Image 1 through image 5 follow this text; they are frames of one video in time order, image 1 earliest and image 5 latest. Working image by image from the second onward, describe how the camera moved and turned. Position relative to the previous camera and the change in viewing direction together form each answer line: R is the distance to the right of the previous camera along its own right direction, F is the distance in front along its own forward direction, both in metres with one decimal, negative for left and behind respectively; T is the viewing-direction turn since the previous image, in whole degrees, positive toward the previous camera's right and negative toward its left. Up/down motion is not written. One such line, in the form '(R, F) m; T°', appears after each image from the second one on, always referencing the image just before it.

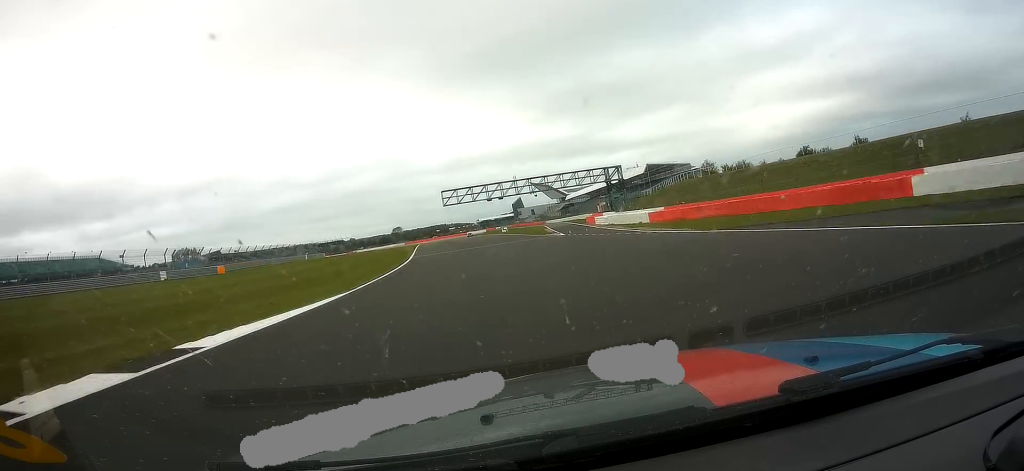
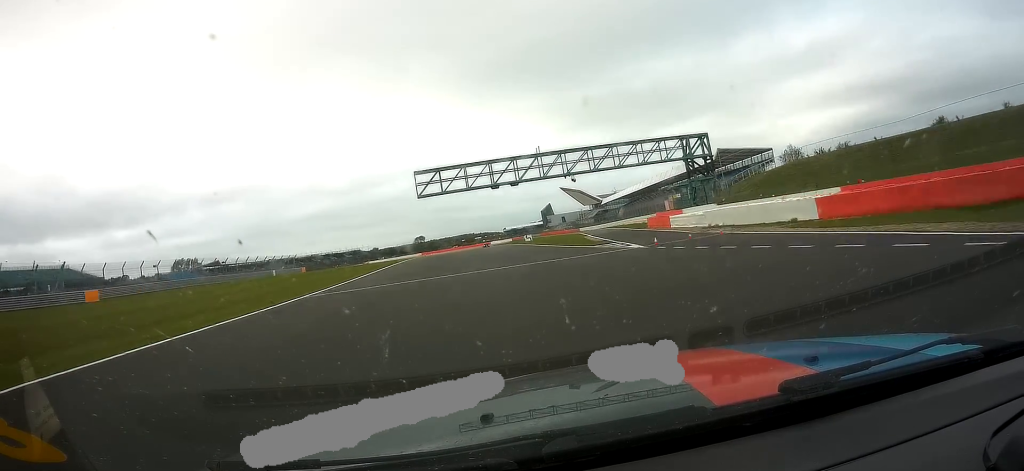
(-0.7, +31.2) m; -3°
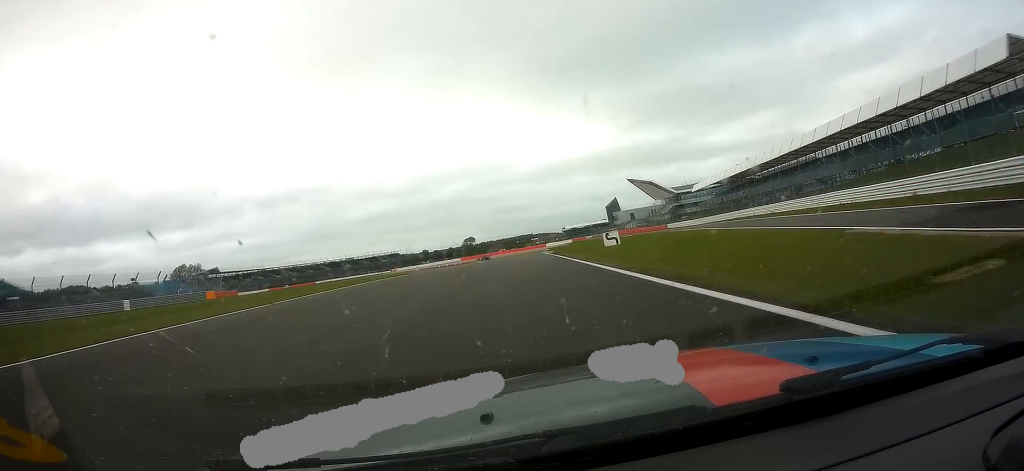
(-2.9, +54.4) m; -5°
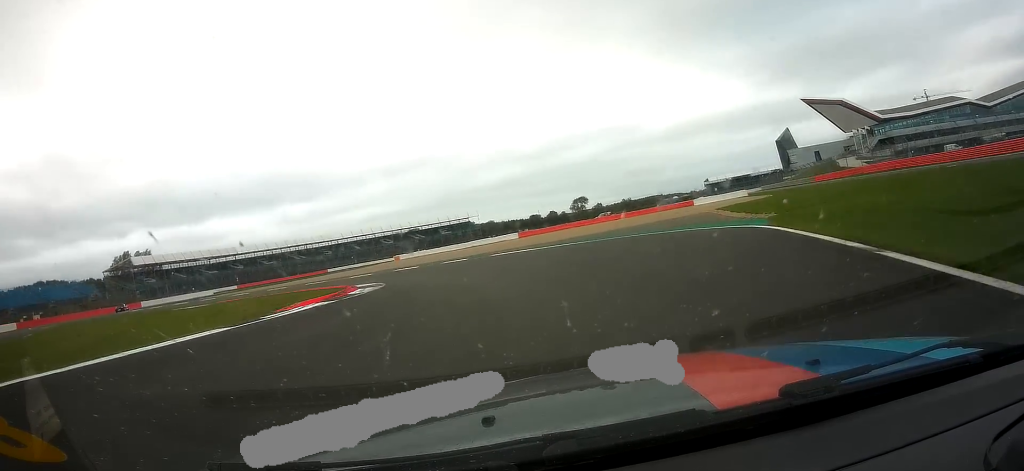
(-8.3, +117.5) m; -22°
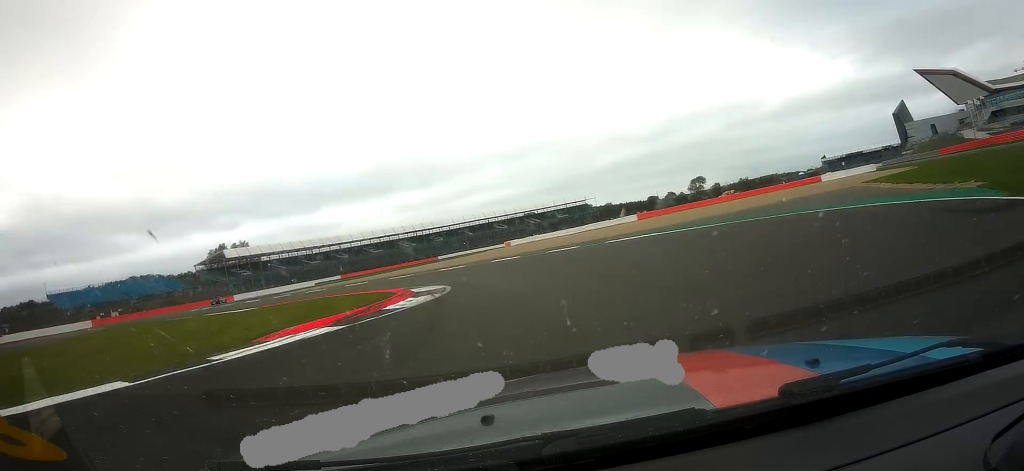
(-0.7, +8.1) m; -9°
